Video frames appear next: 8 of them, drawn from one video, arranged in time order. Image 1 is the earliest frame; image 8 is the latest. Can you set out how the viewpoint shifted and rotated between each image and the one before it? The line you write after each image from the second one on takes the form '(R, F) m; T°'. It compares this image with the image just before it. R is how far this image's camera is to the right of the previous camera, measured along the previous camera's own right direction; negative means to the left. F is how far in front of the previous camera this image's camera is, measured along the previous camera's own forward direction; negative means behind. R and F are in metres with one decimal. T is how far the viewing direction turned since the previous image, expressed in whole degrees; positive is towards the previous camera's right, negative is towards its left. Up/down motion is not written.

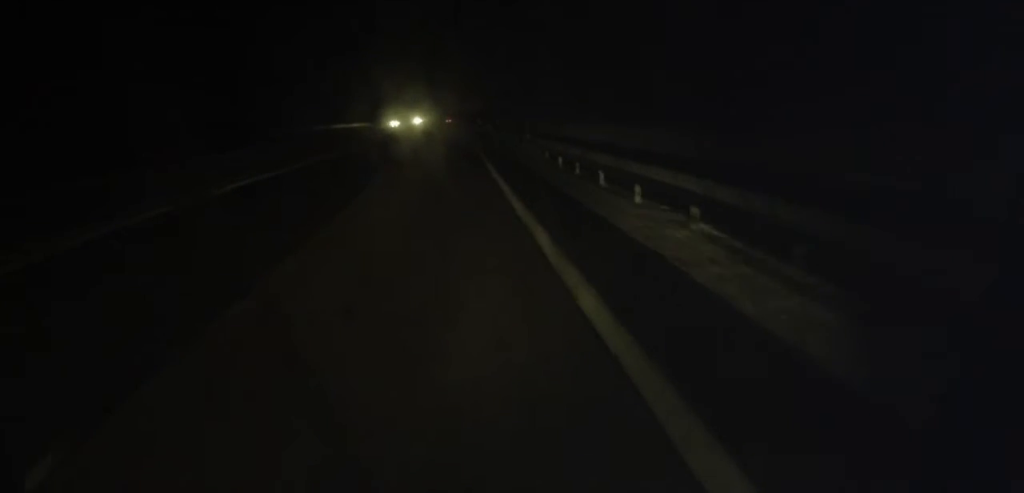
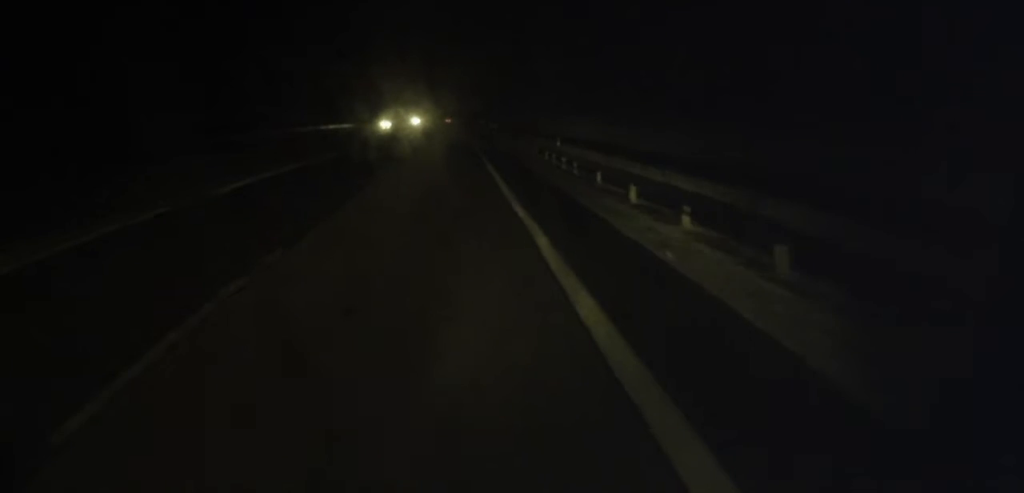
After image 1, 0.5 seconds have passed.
(+0.1, +11.7) m; 0°
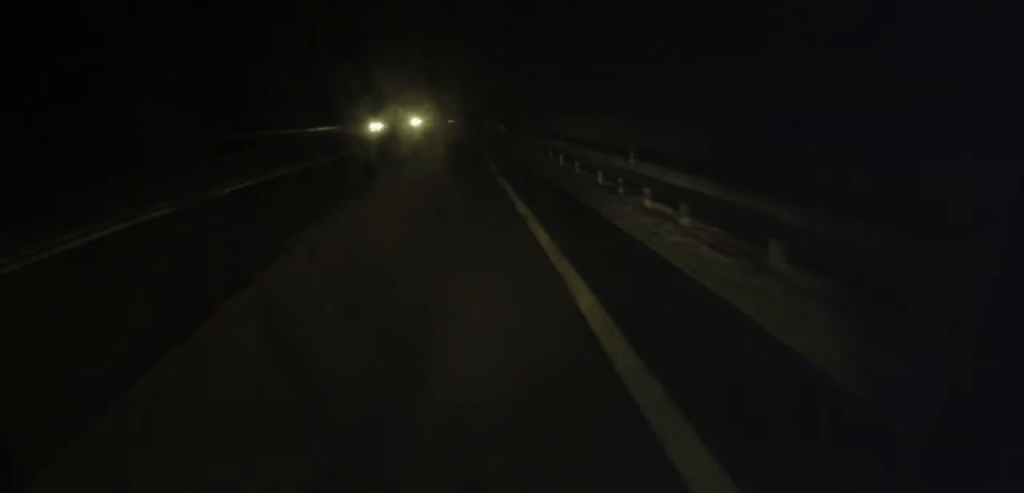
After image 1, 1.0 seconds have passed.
(0.0, +11.7) m; 0°
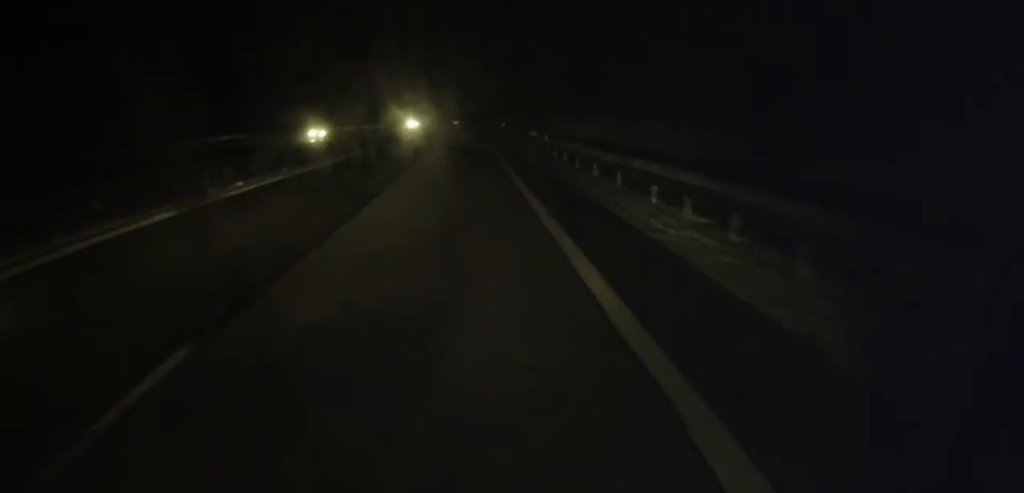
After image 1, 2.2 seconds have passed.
(0.0, +28.2) m; 0°
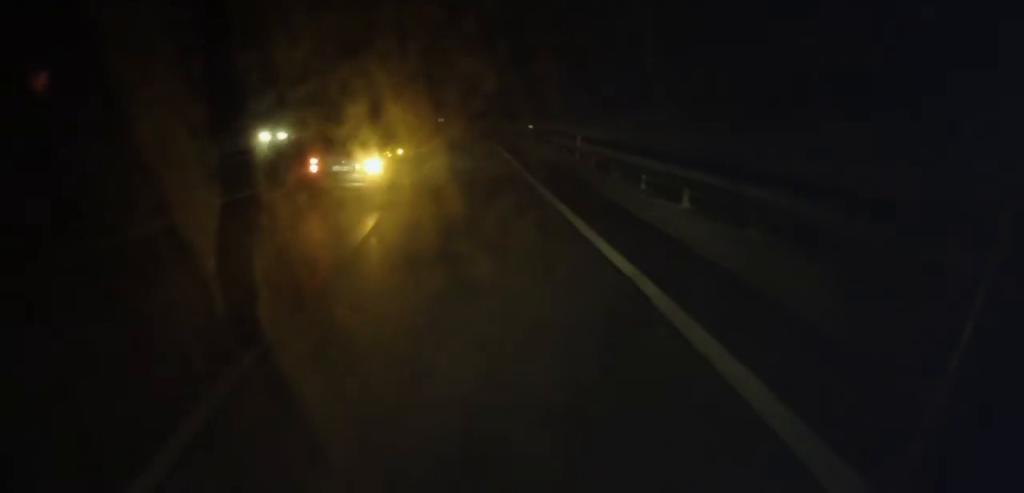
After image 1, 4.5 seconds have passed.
(0.0, +53.3) m; 0°
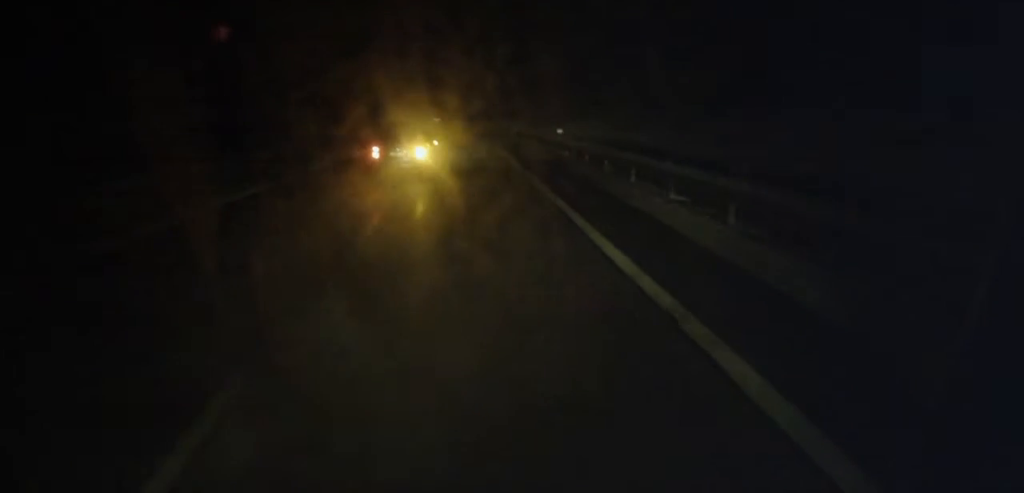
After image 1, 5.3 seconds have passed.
(0.0, +18.8) m; 0°
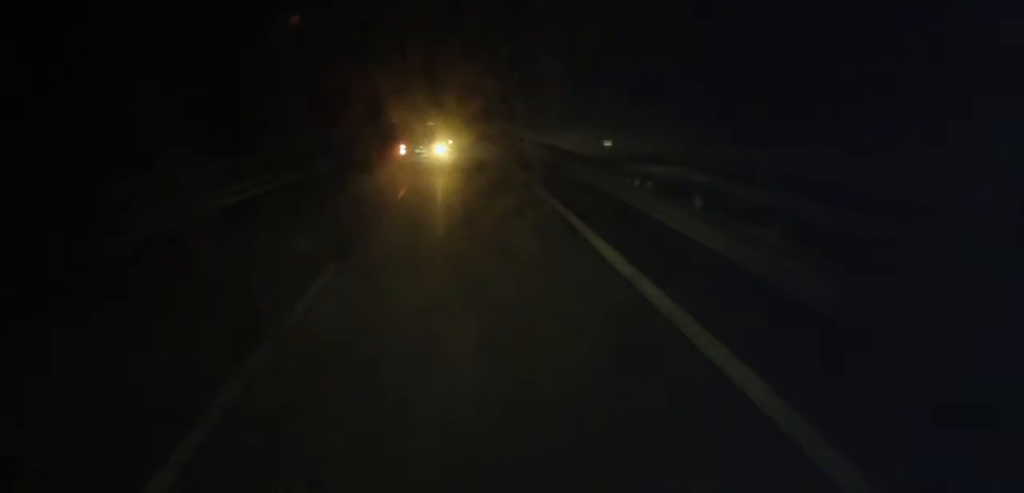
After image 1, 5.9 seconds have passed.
(0.0, +14.0) m; 0°
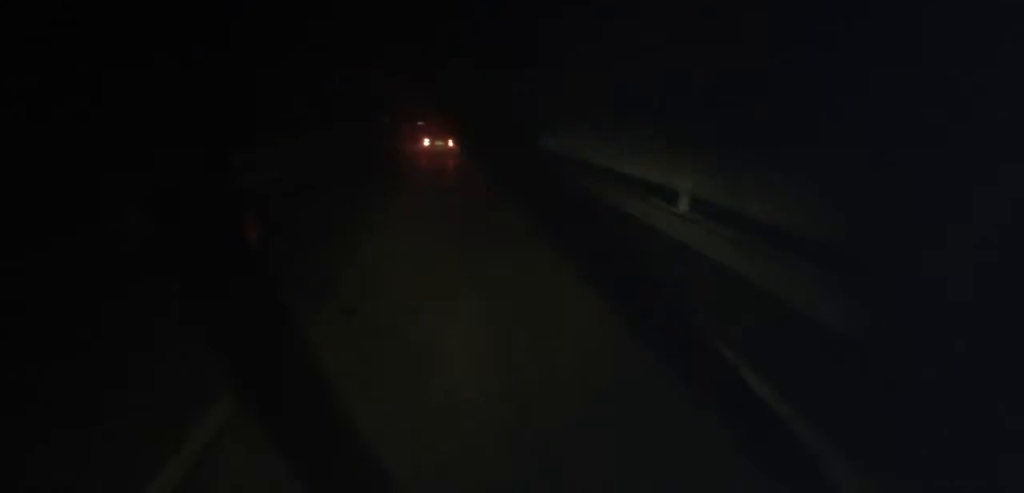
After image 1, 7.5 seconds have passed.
(0.0, +38.1) m; 0°
